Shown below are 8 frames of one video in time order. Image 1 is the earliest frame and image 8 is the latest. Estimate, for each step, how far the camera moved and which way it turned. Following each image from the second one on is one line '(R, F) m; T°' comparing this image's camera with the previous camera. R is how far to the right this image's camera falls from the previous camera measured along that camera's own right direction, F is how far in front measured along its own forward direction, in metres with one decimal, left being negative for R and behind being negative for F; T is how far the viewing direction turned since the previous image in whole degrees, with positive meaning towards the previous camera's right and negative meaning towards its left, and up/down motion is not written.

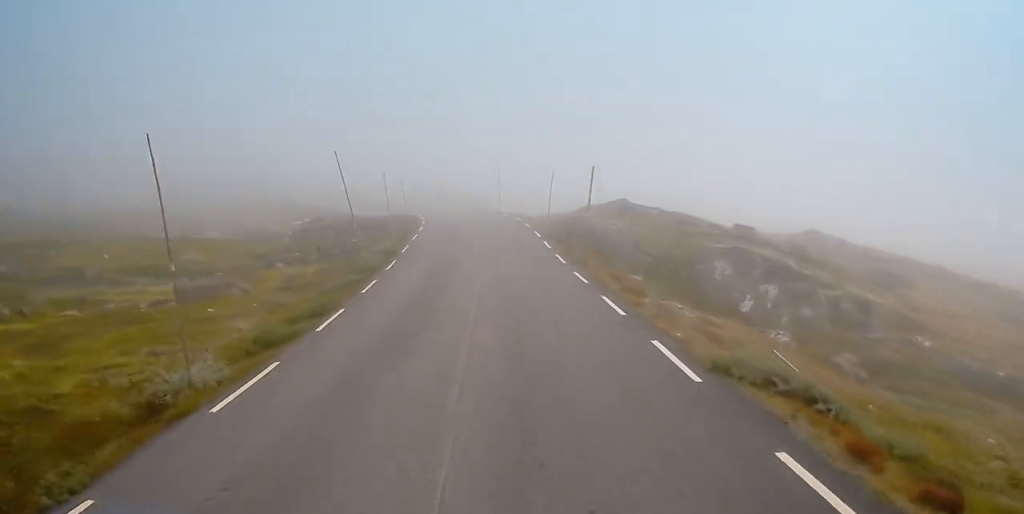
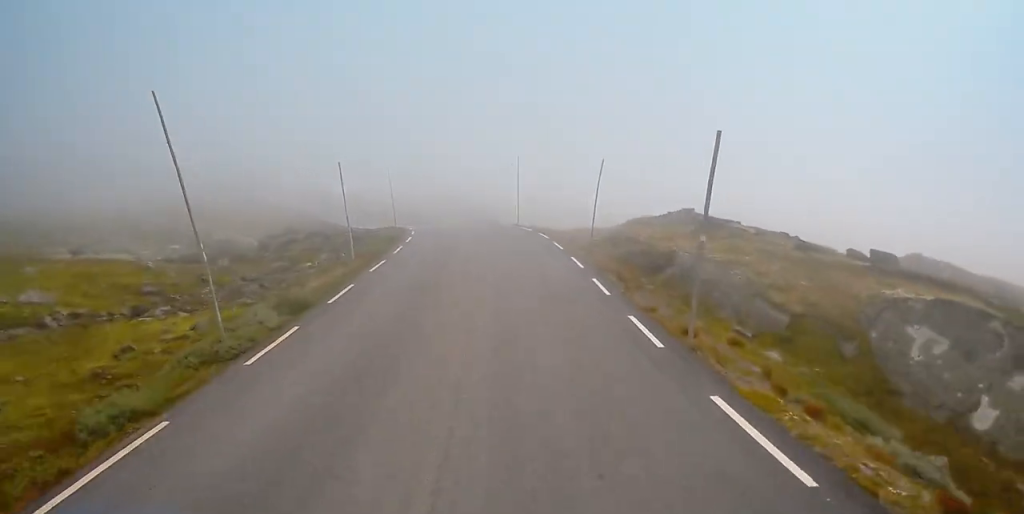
(0.0, +16.0) m; -1°
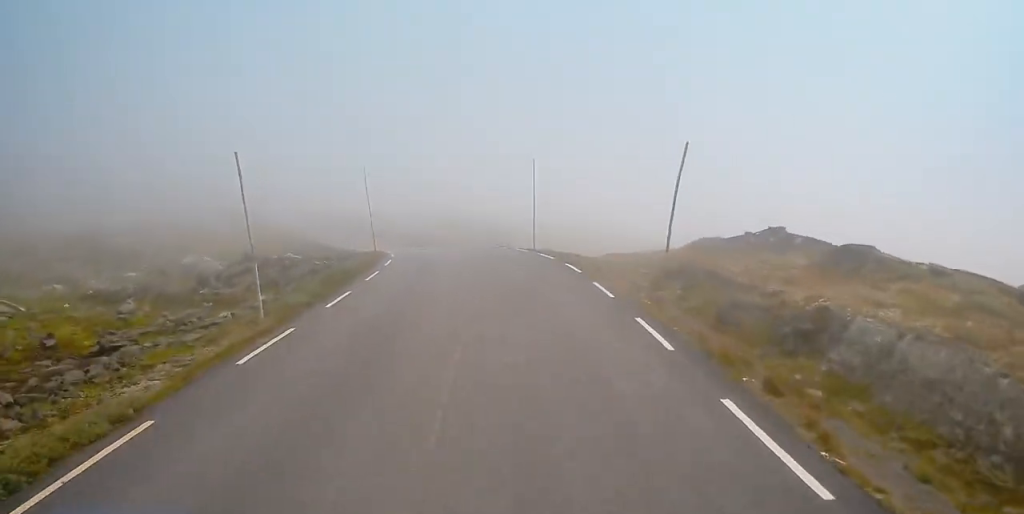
(-0.1, +12.1) m; -2°
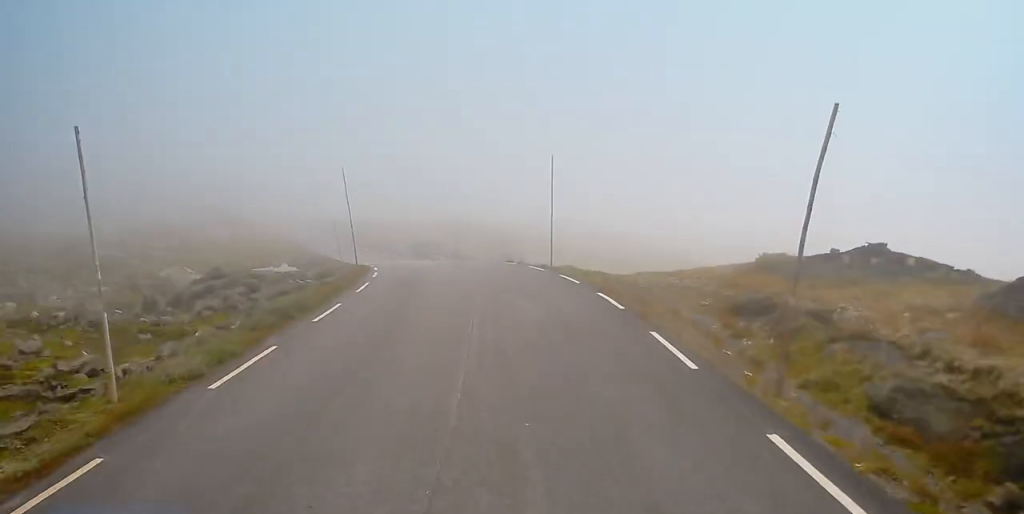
(-0.2, +7.1) m; -1°
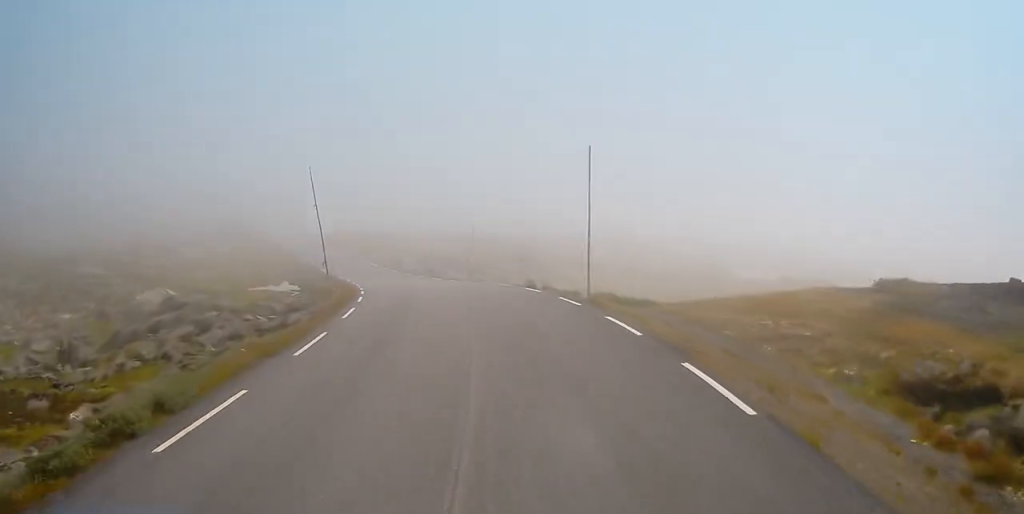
(0.0, +7.8) m; -2°
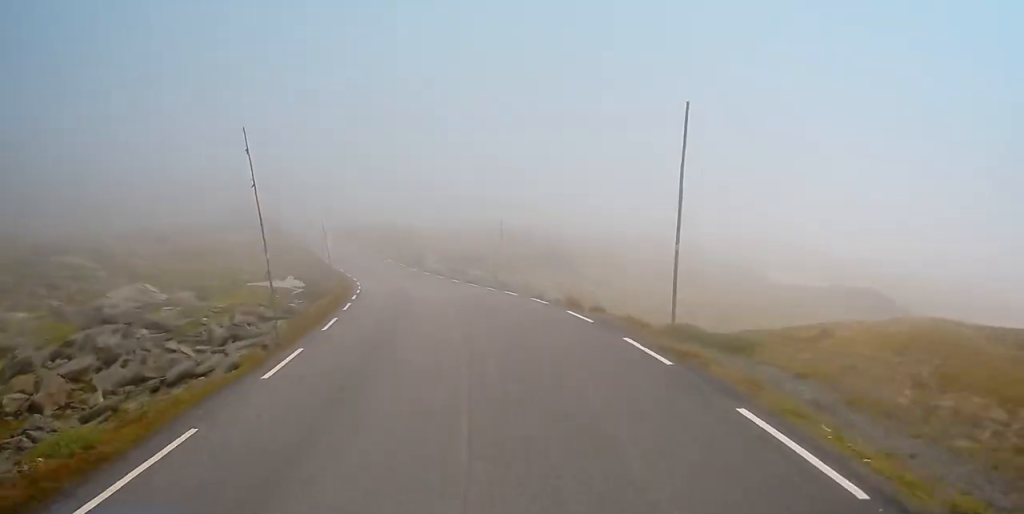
(0.0, +8.3) m; -2°
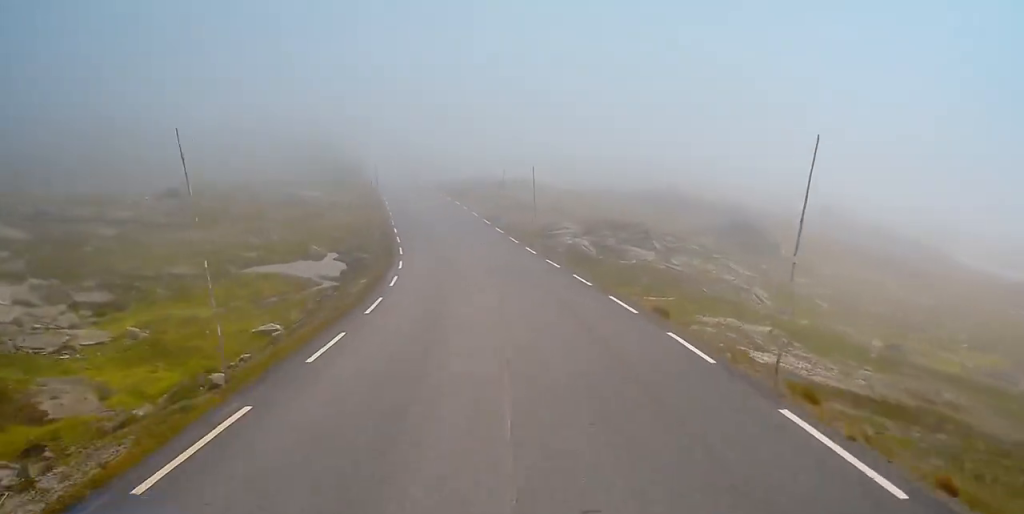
(-2.8, +30.1) m; -8°
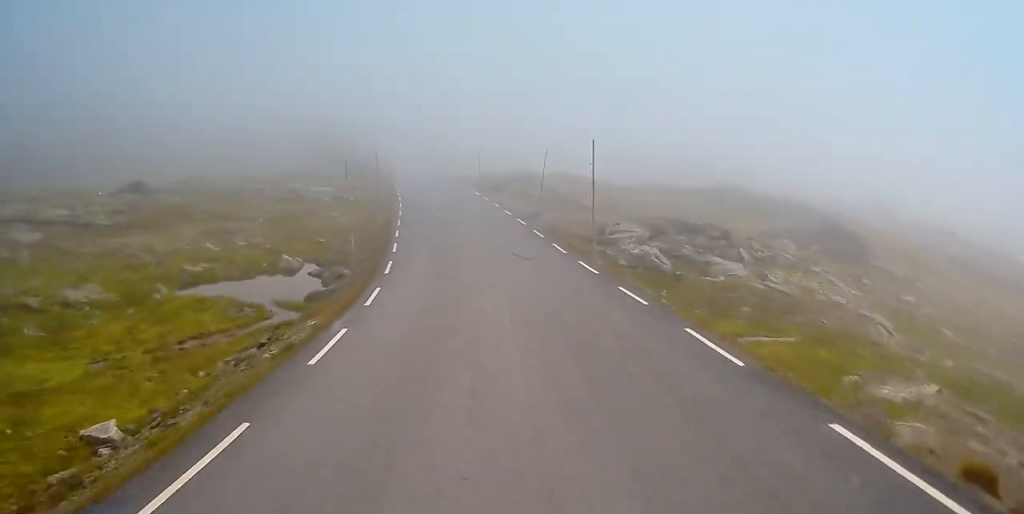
(-0.2, +13.5) m; -2°
